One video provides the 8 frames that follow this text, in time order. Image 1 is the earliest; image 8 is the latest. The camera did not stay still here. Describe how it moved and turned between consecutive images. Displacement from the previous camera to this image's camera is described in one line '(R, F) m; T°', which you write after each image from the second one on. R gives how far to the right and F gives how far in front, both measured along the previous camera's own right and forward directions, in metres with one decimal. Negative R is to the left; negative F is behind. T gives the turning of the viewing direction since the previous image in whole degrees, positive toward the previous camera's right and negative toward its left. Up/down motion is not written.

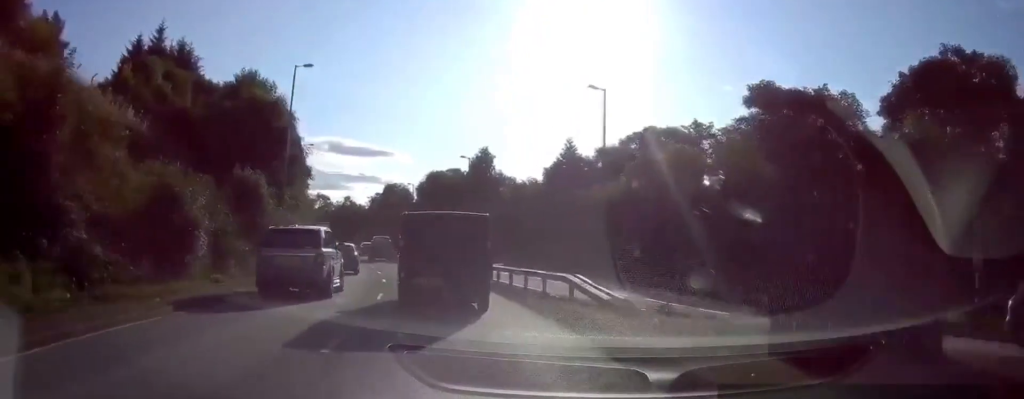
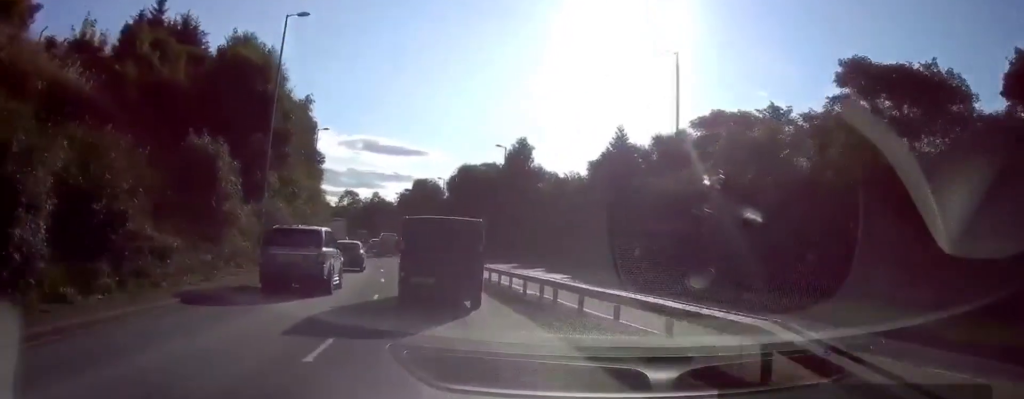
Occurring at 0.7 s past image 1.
(0.0, +8.3) m; 0°
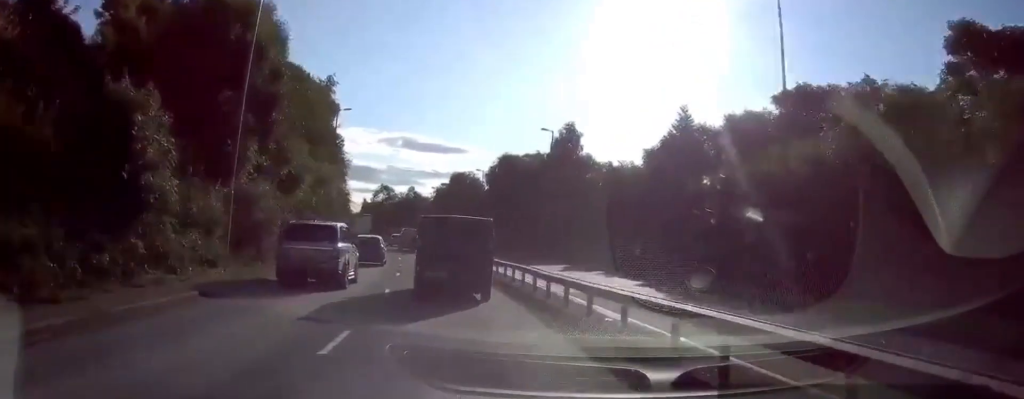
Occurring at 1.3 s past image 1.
(0.0, +7.8) m; +2°
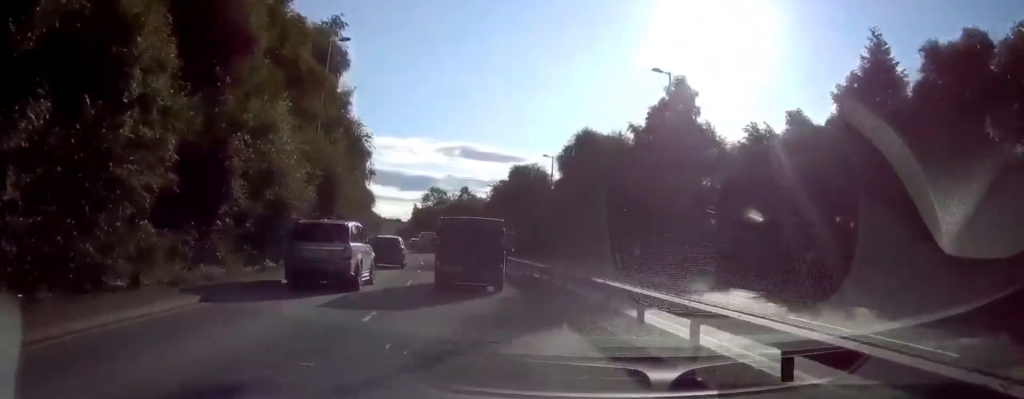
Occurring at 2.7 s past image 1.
(+0.6, +20.6) m; -1°
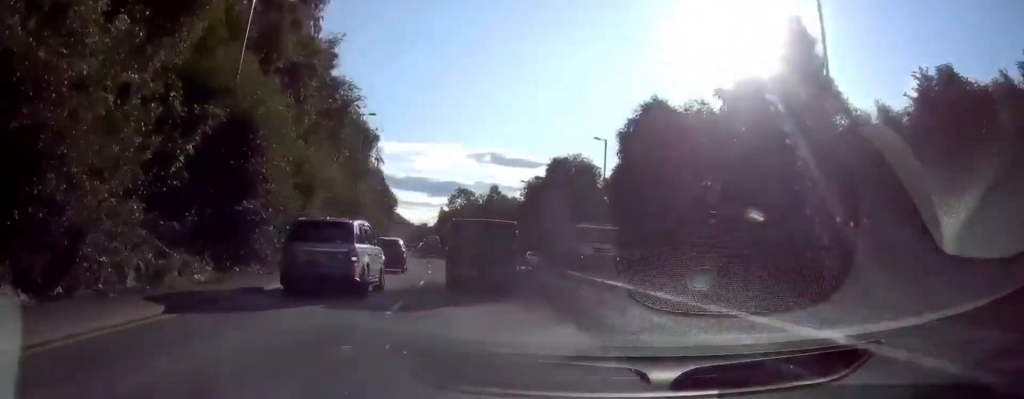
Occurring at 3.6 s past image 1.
(-0.8, +14.5) m; -4°
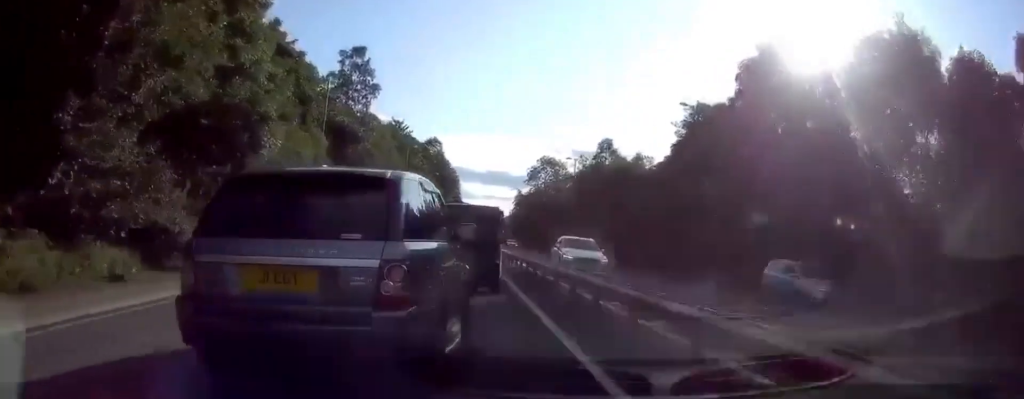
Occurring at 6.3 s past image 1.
(-3.7, +49.6) m; -8°
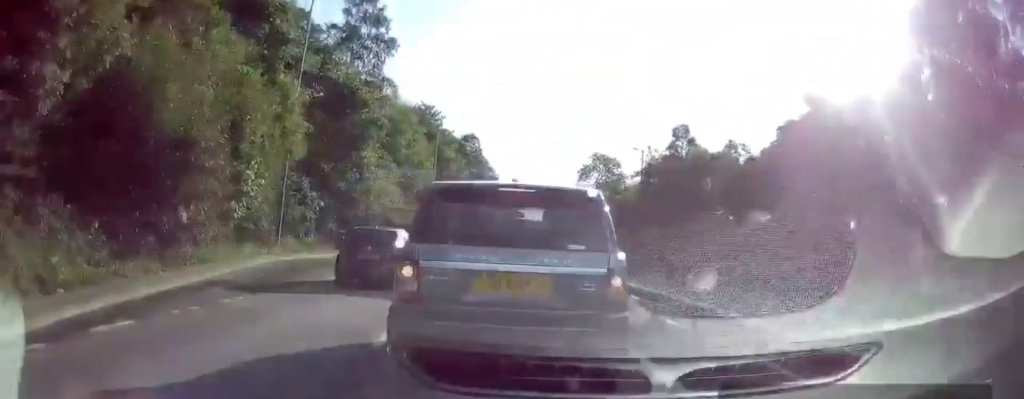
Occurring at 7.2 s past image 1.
(-0.5, +18.1) m; -4°
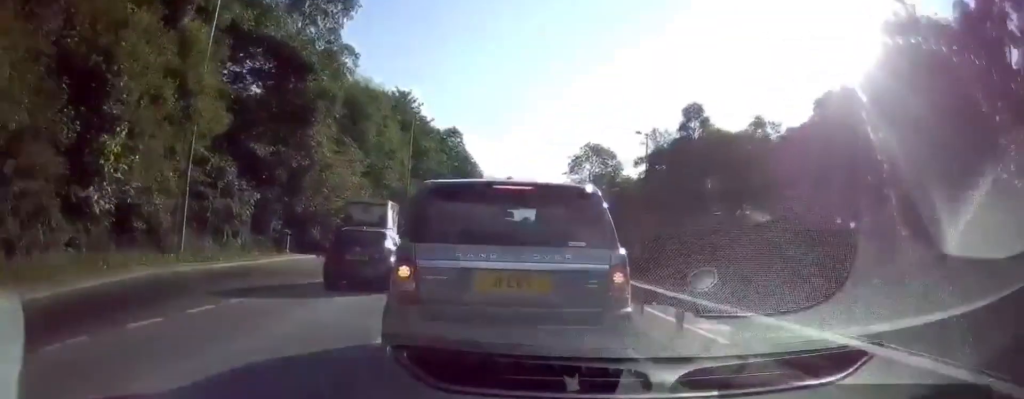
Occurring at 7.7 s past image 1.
(-0.1, +10.1) m; -2°
